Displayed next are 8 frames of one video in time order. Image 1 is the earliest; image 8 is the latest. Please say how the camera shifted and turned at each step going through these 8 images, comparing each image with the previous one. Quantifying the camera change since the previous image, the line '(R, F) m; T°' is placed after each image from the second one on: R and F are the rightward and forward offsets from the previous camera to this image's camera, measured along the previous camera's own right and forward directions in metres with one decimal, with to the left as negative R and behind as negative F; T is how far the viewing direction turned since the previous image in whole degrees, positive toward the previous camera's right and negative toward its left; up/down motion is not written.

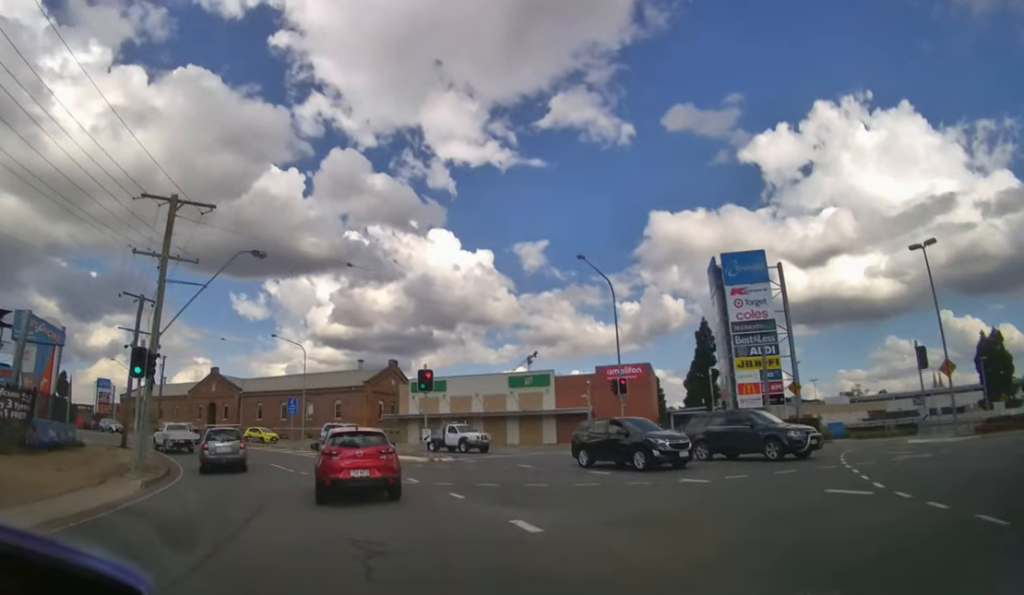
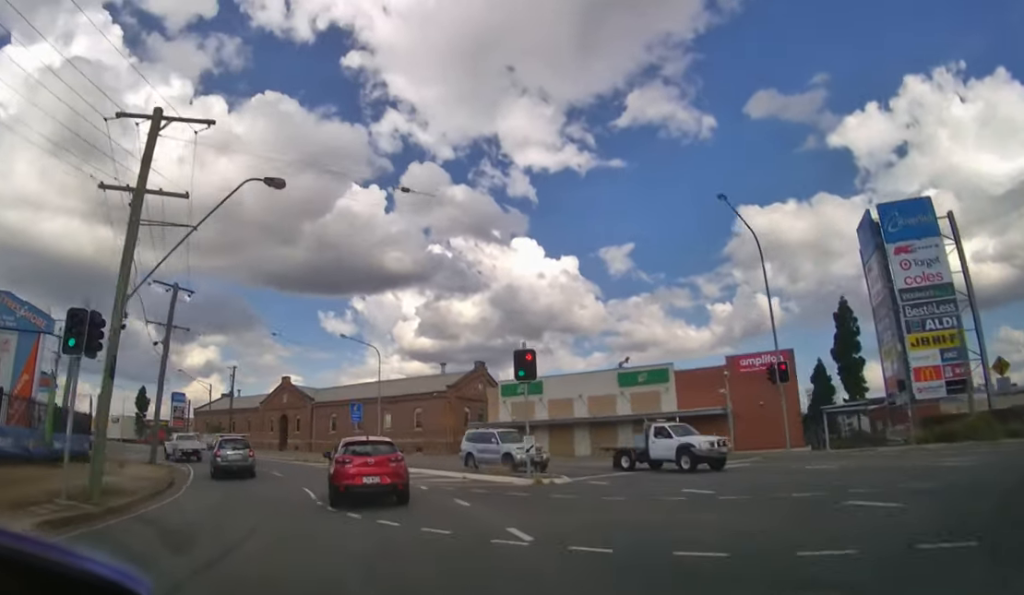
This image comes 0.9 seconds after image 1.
(-0.6, +6.9) m; -9°
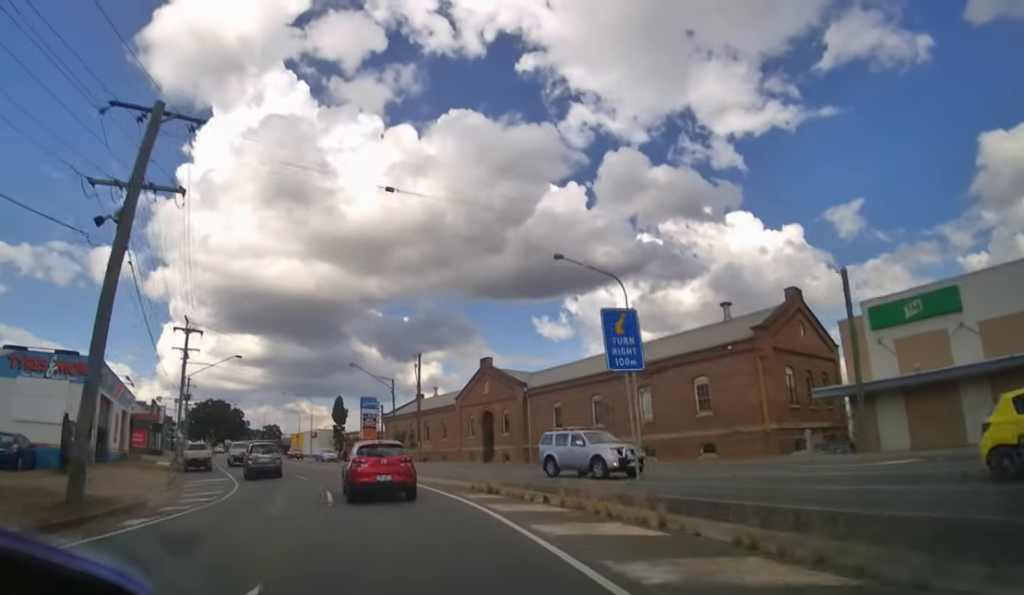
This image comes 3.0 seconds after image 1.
(-3.2, +17.4) m; -22°
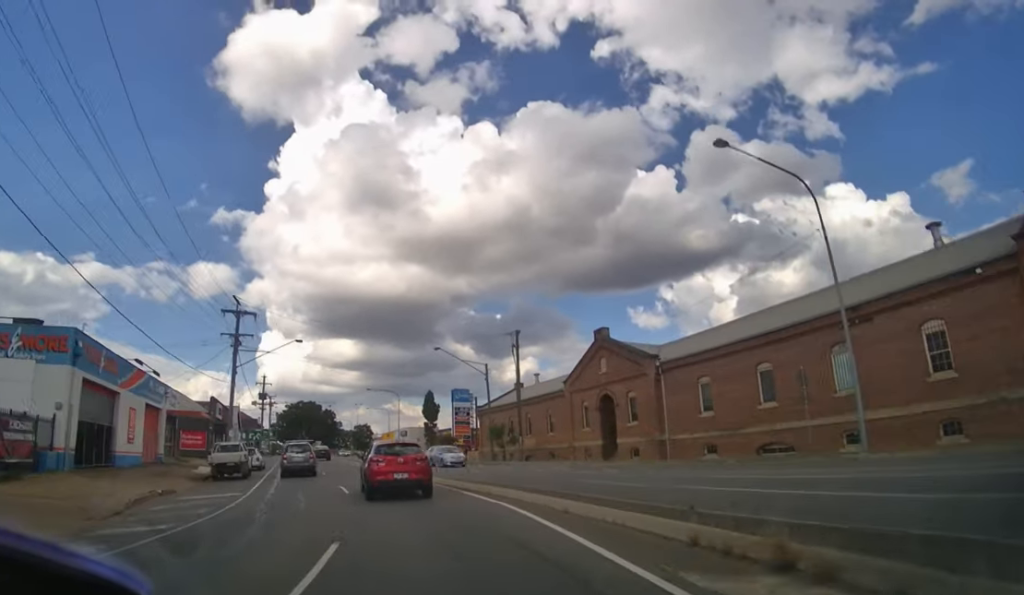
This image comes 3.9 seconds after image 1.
(-0.7, +8.6) m; -10°
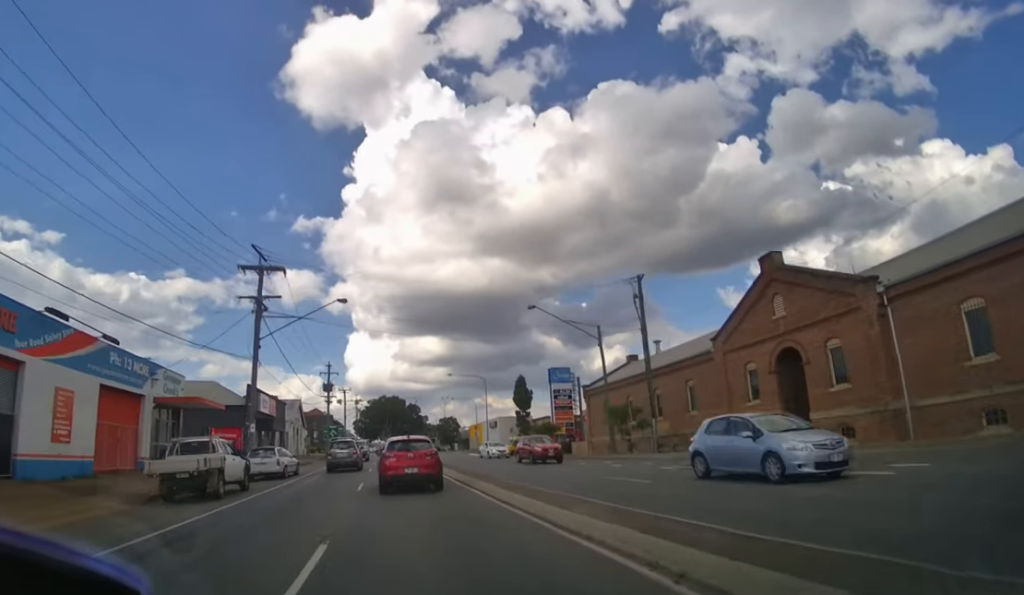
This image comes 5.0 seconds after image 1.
(-1.2, +11.8) m; -10°
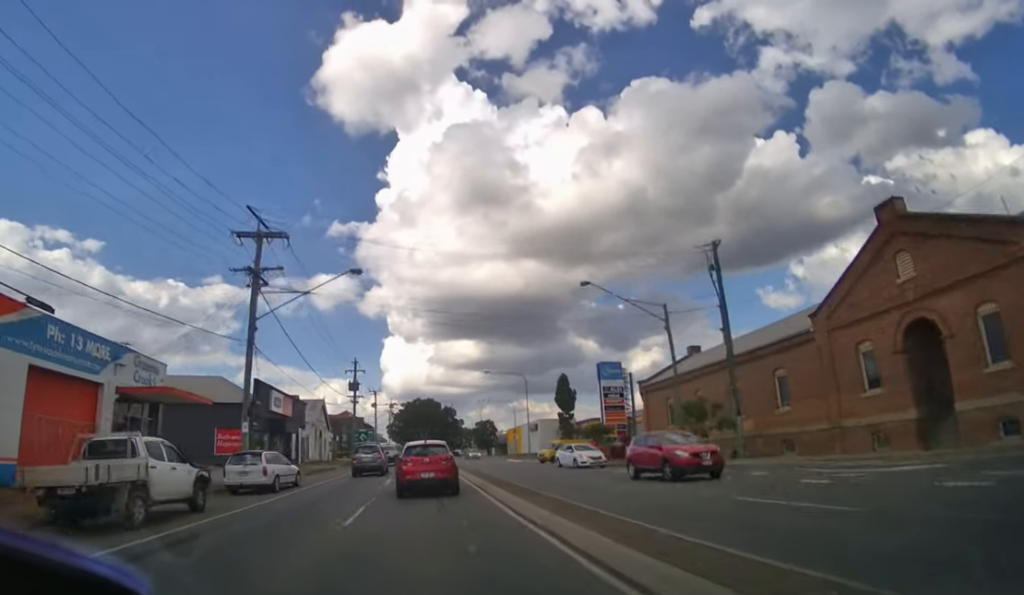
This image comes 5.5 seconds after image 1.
(-0.3, +6.3) m; -4°
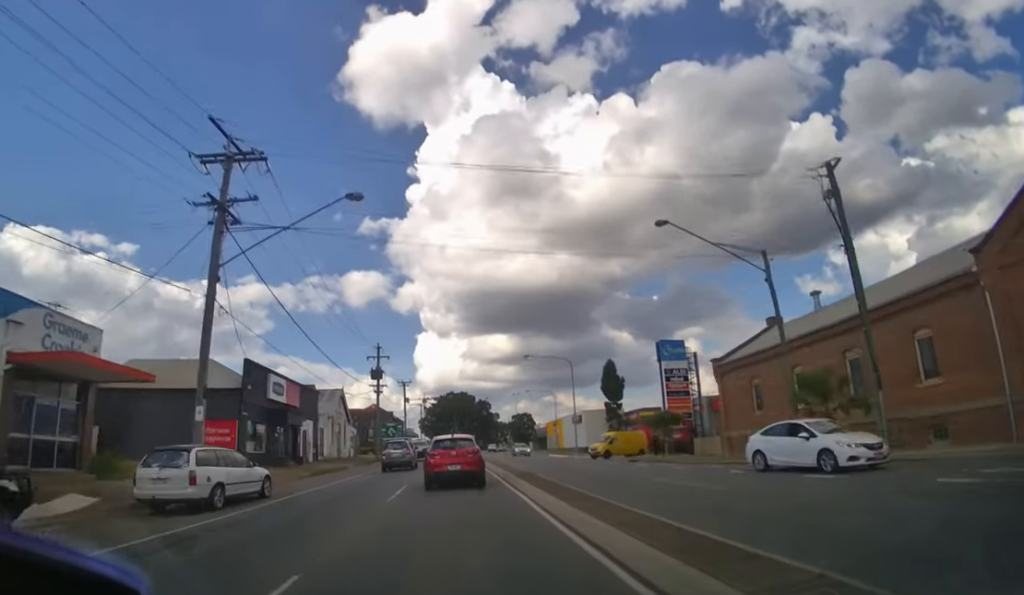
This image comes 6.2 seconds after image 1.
(-0.3, +8.9) m; -4°
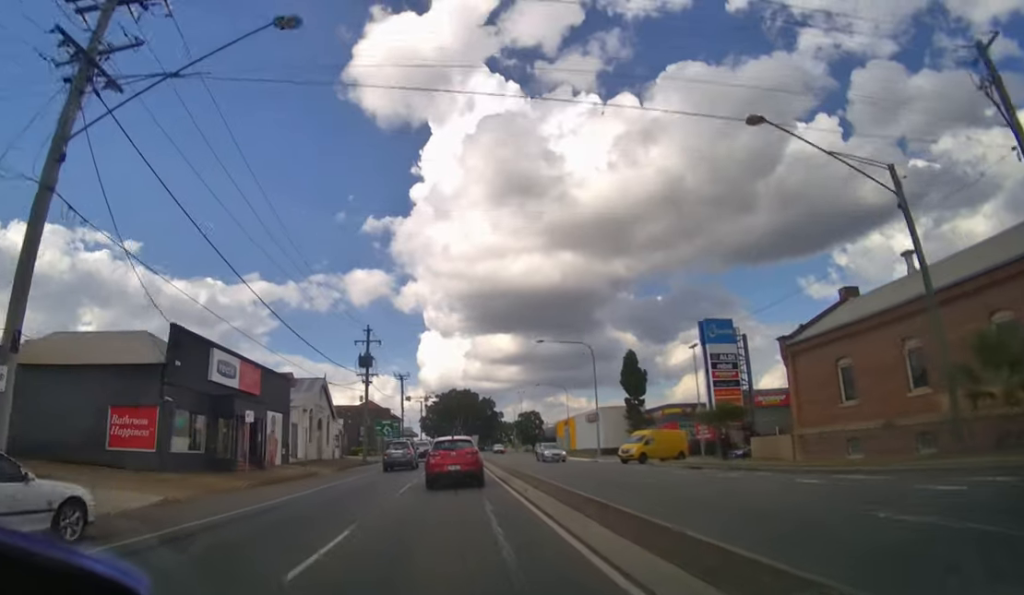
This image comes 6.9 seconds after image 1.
(-0.3, +8.9) m; -2°
